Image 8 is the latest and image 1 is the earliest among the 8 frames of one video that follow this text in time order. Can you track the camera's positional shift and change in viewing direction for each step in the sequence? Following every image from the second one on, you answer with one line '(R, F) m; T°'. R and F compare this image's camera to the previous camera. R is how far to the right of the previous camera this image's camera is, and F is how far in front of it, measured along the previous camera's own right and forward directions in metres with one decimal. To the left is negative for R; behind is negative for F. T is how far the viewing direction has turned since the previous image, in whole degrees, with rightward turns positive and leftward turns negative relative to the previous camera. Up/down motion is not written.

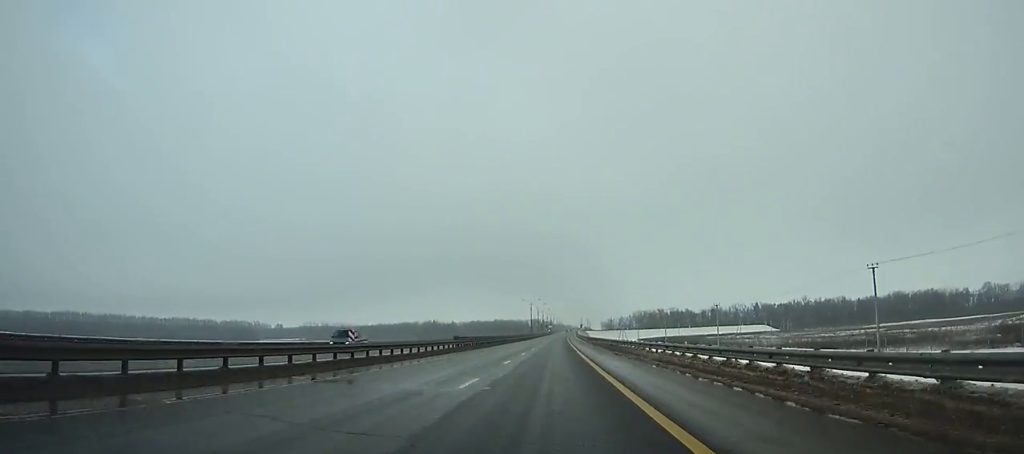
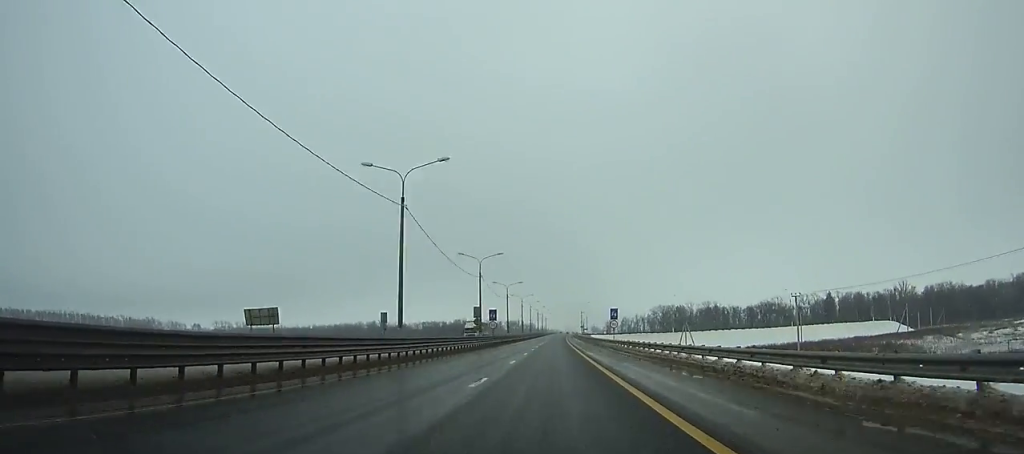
(+2.1, +166.3) m; +1°
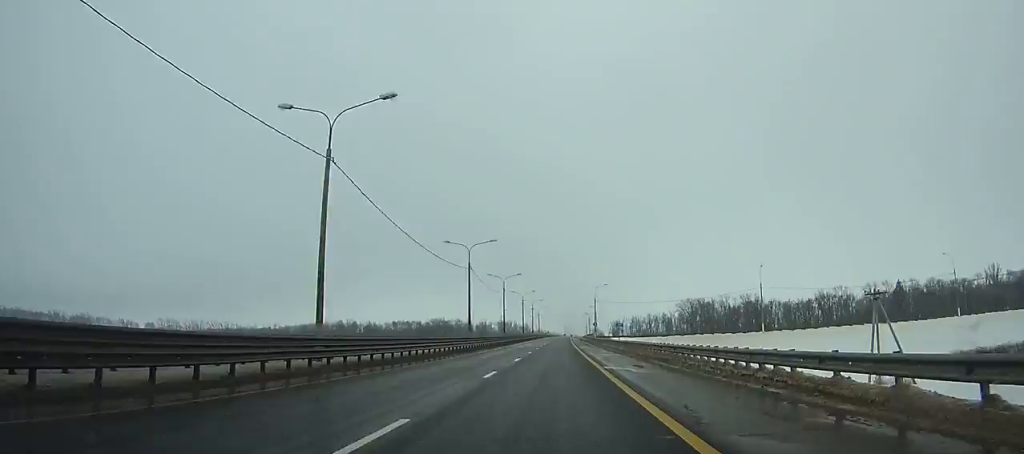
(+0.4, +79.8) m; 0°
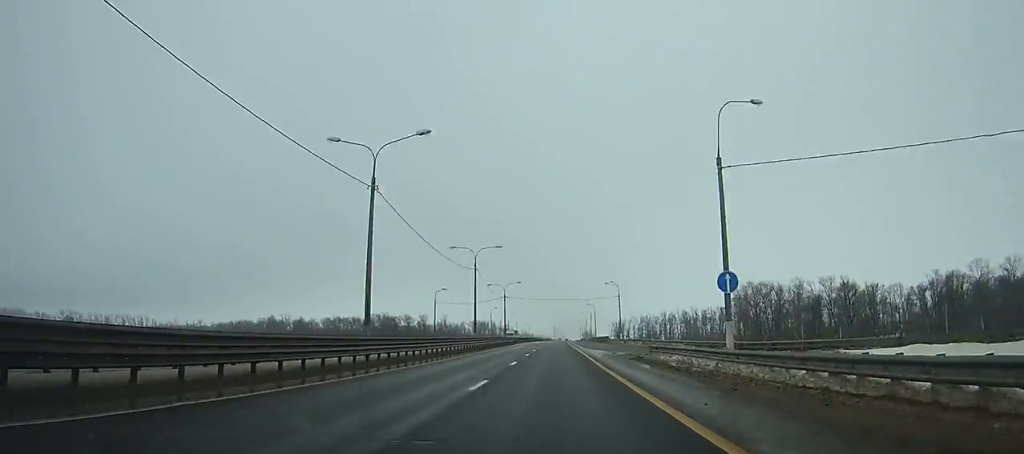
(+0.5, +97.6) m; +1°
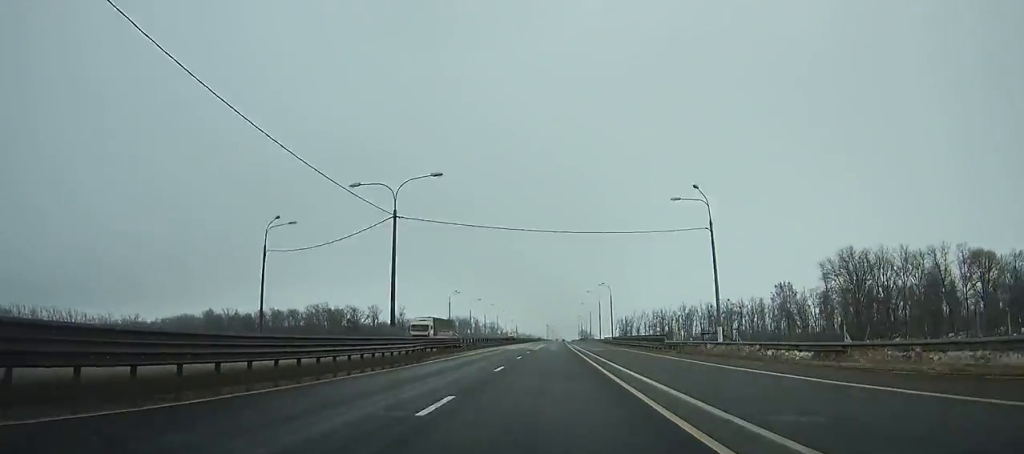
(+0.3, +63.8) m; 0°
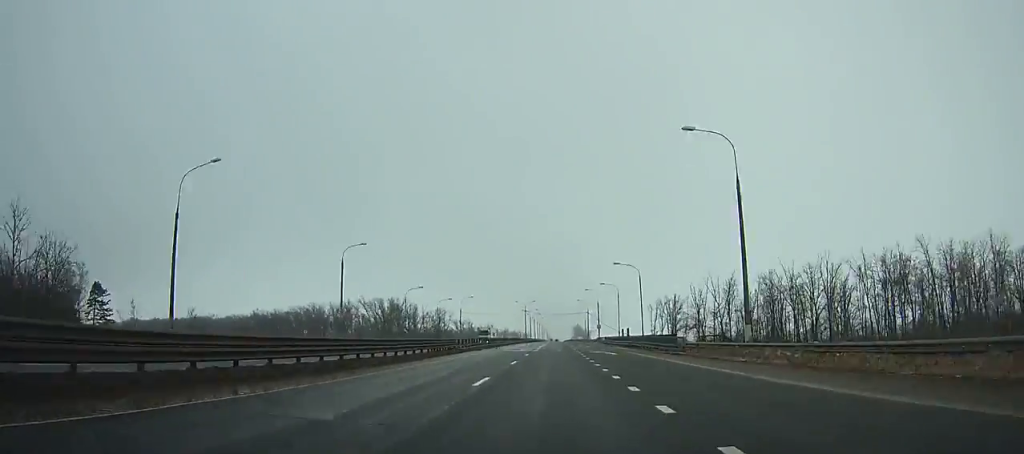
(+1.5, +149.0) m; +1°
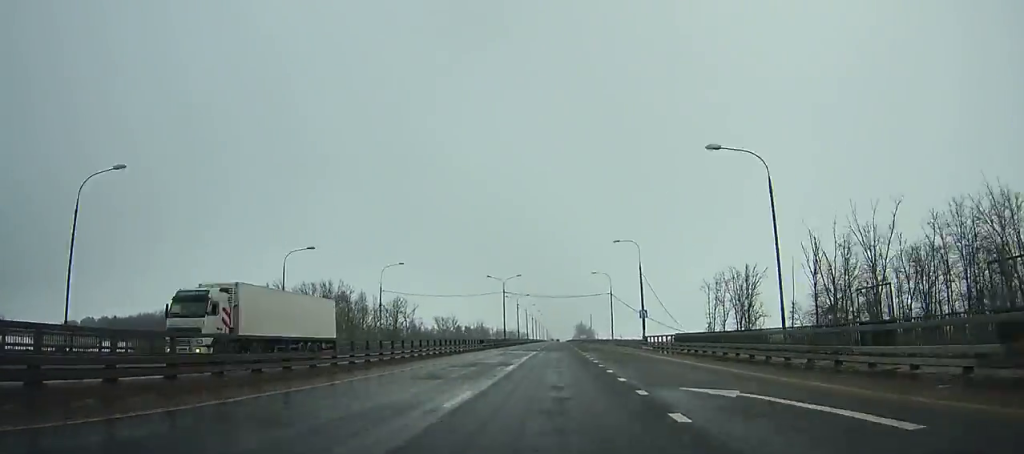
(+0.2, +64.2) m; 0°
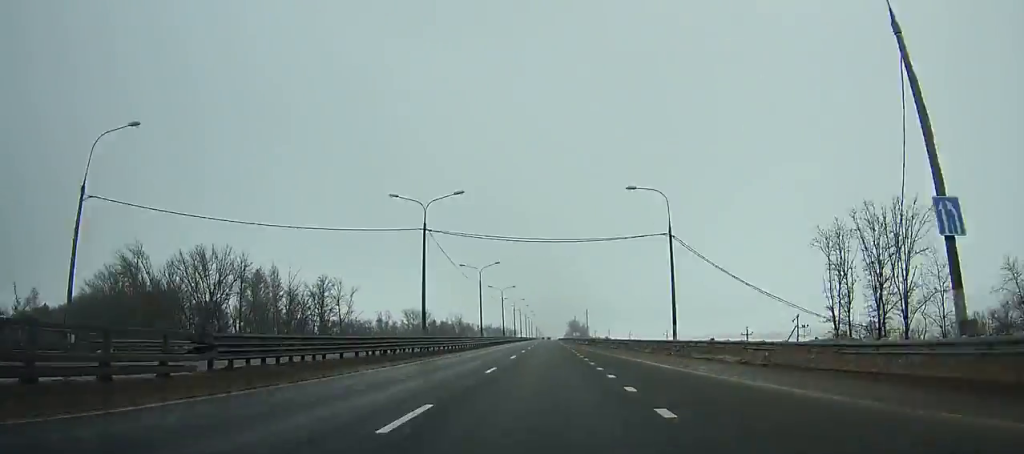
(+0.1, +52.0) m; 0°
